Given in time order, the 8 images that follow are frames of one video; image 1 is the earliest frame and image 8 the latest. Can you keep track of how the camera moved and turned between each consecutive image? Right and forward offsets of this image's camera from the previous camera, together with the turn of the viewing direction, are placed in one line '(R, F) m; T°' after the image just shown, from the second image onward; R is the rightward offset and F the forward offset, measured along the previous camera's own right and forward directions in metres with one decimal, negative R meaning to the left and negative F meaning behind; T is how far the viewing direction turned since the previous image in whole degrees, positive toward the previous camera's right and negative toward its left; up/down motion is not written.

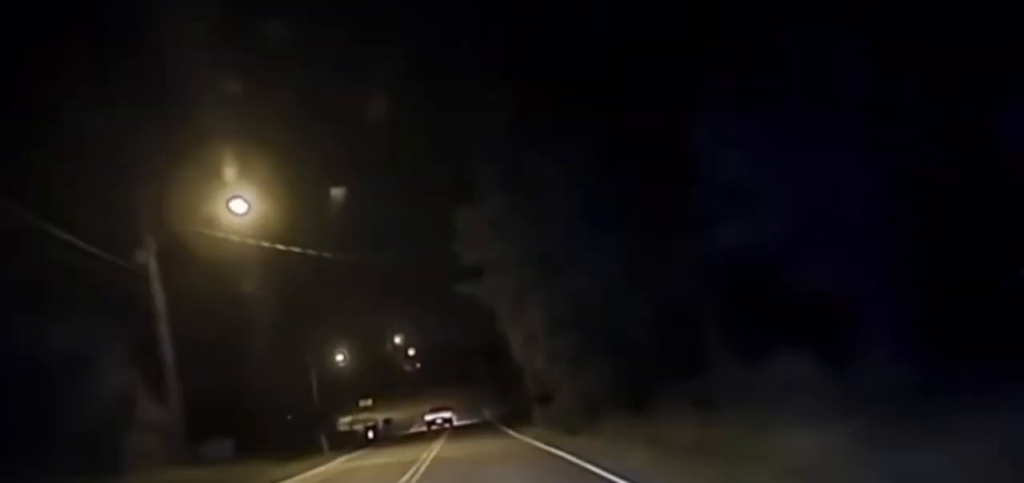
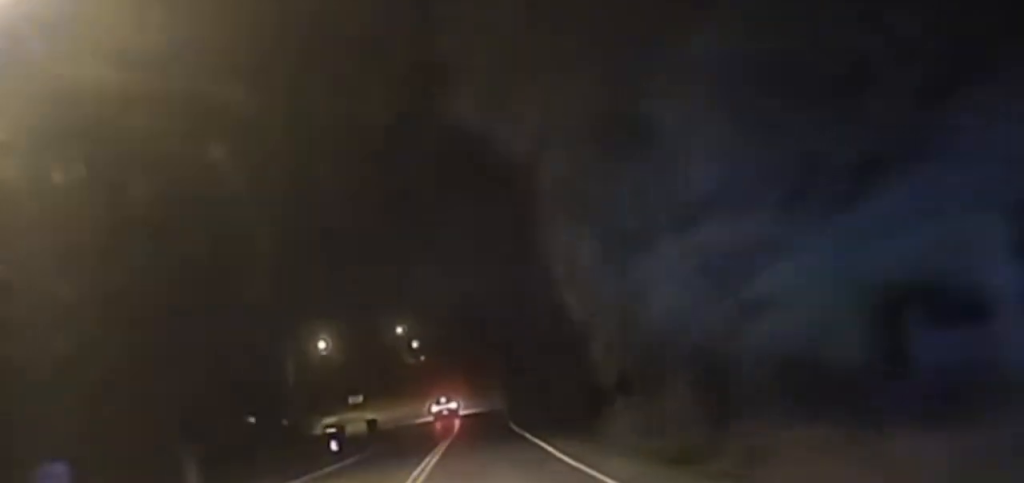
(-0.1, +20.0) m; 0°
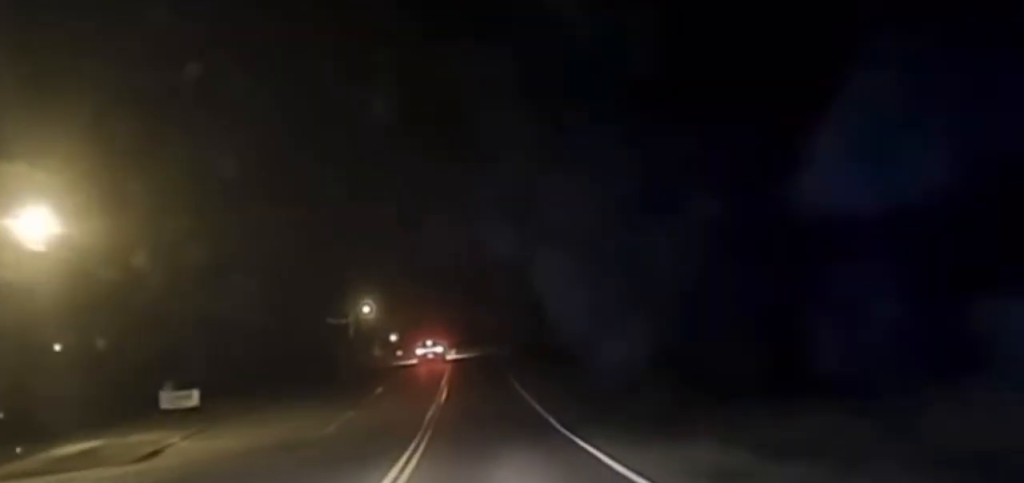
(+0.2, +74.4) m; 0°
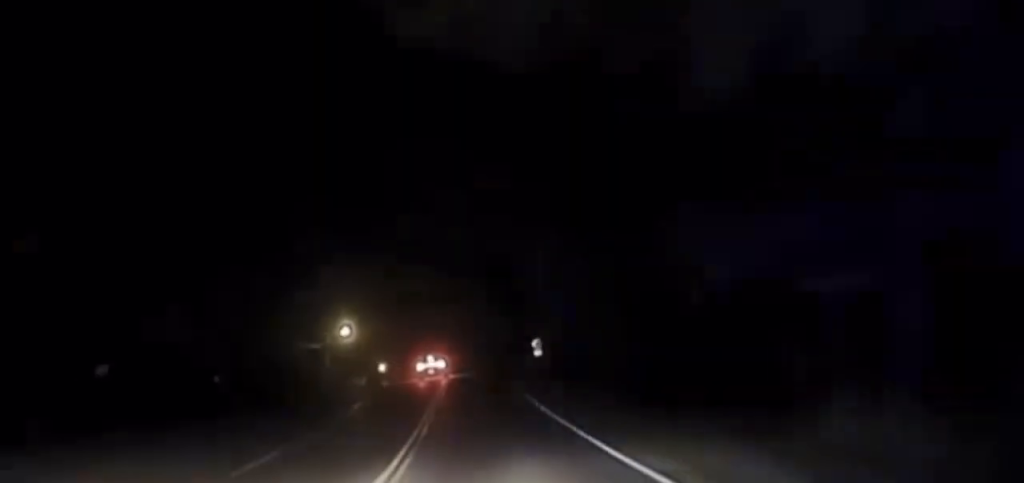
(-0.1, +32.9) m; 0°
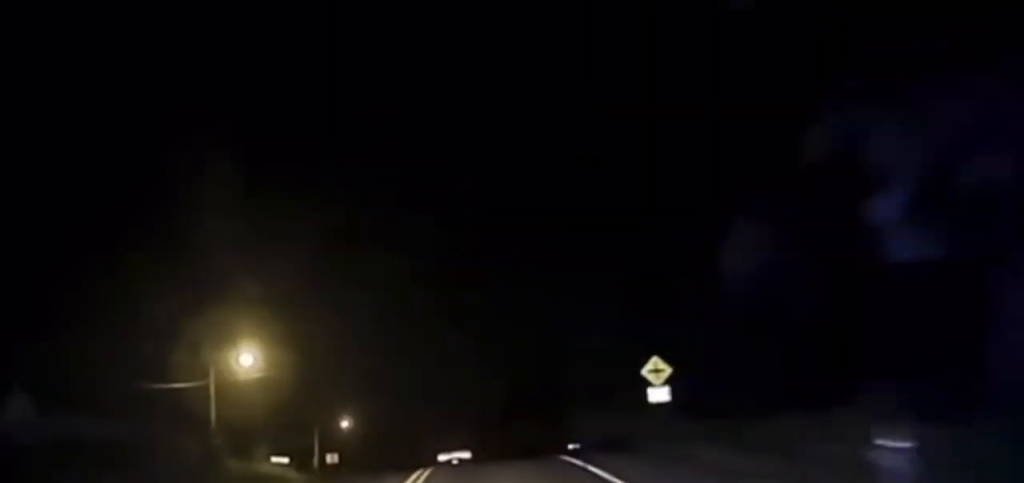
(+0.3, +77.3) m; +1°
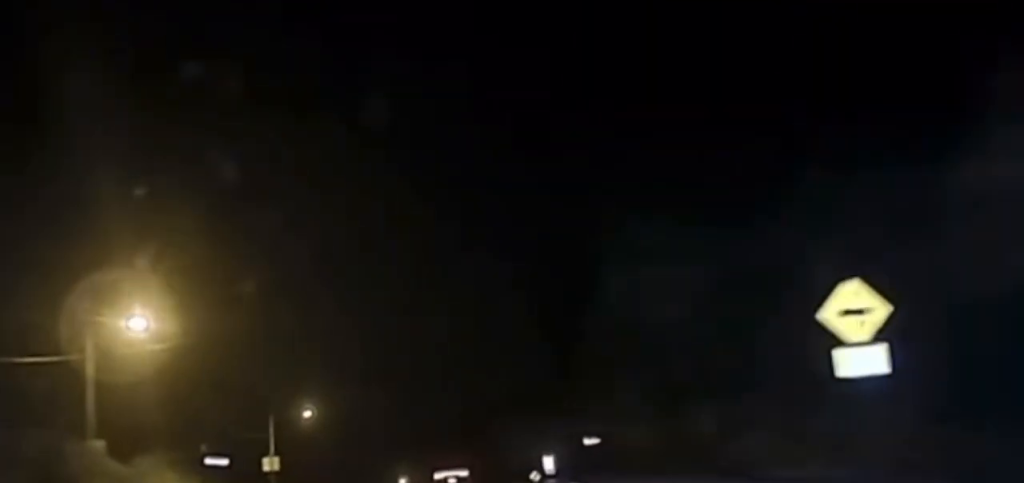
(+0.1, +27.1) m; 0°
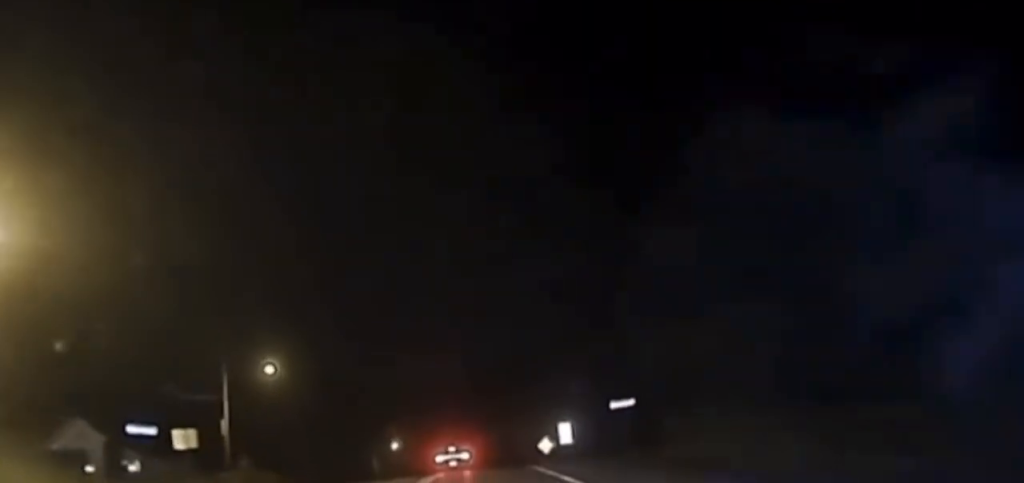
(0.0, +18.6) m; 0°
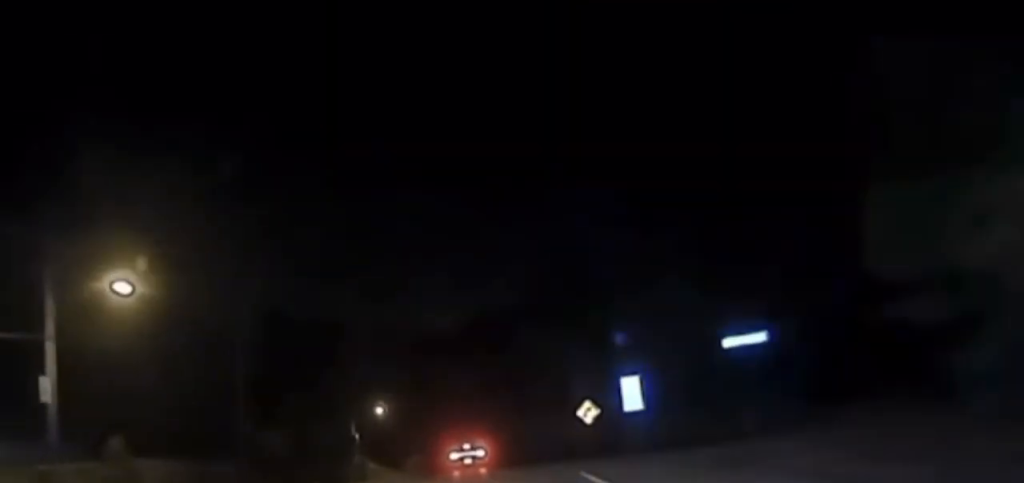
(-0.2, +30.7) m; 0°
